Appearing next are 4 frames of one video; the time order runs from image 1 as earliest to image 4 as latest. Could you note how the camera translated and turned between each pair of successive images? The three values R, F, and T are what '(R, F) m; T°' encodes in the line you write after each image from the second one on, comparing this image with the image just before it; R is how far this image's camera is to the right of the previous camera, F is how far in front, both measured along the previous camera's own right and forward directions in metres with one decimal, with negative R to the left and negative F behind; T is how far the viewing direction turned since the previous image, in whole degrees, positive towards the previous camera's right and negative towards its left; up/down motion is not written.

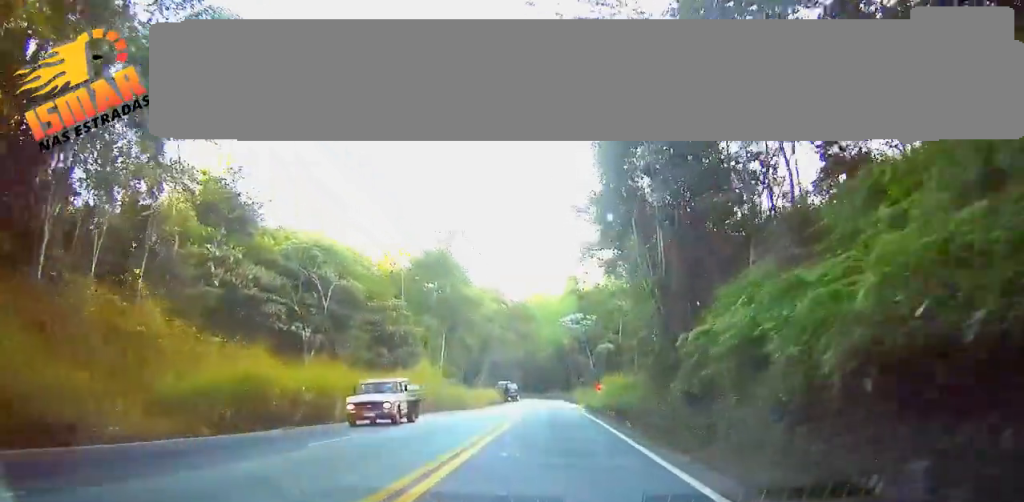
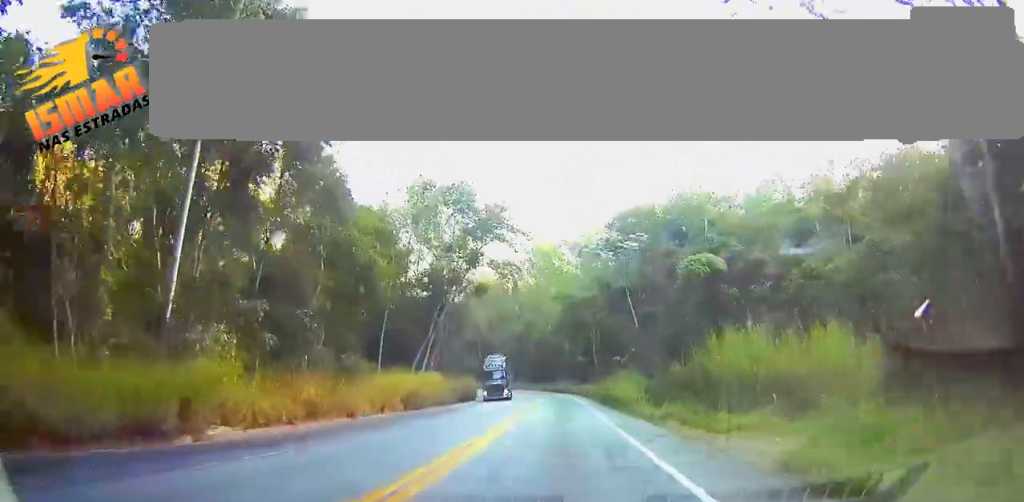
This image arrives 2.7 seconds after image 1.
(-2.1, +60.5) m; -4°
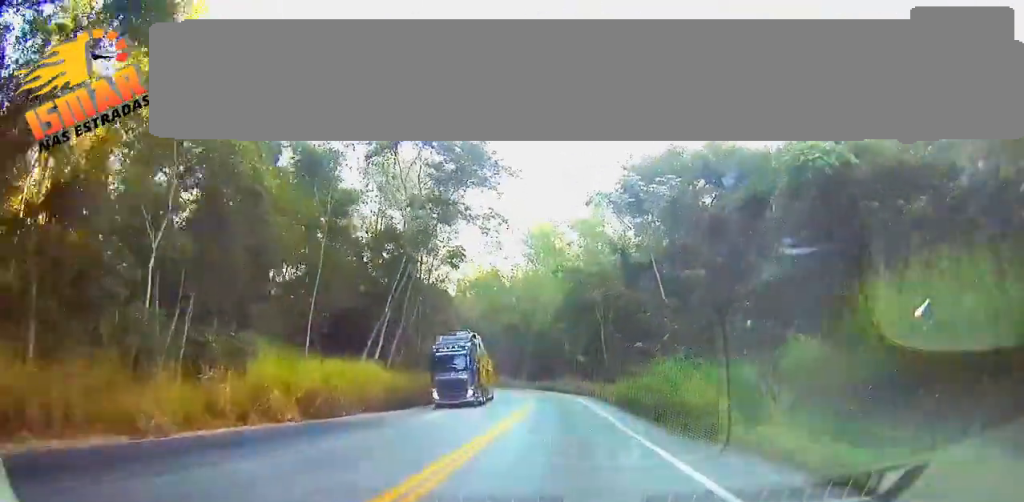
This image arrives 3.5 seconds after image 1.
(0.0, +18.0) m; 0°
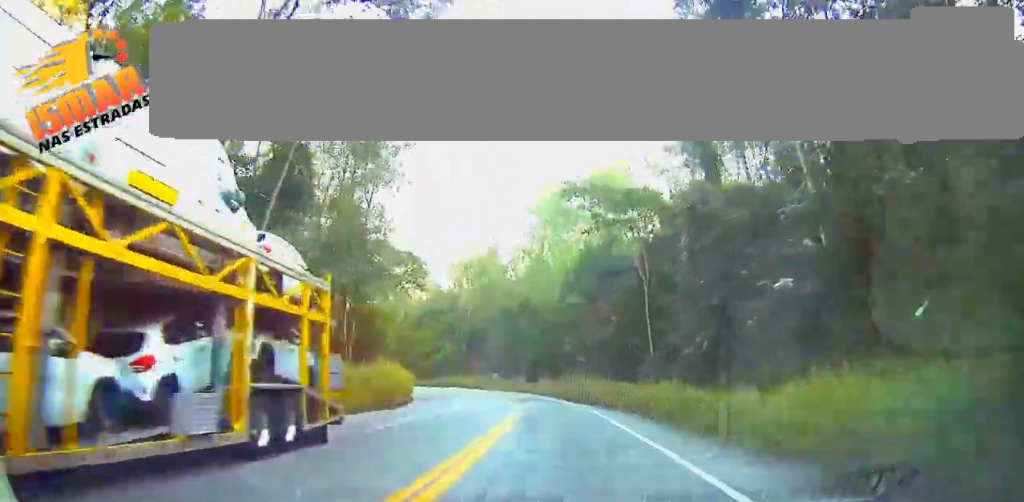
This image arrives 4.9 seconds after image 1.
(0.0, +30.1) m; 0°
